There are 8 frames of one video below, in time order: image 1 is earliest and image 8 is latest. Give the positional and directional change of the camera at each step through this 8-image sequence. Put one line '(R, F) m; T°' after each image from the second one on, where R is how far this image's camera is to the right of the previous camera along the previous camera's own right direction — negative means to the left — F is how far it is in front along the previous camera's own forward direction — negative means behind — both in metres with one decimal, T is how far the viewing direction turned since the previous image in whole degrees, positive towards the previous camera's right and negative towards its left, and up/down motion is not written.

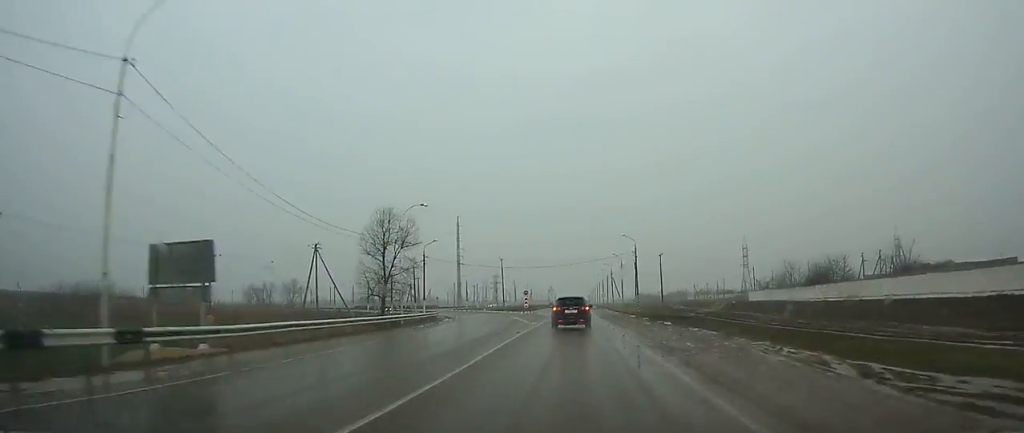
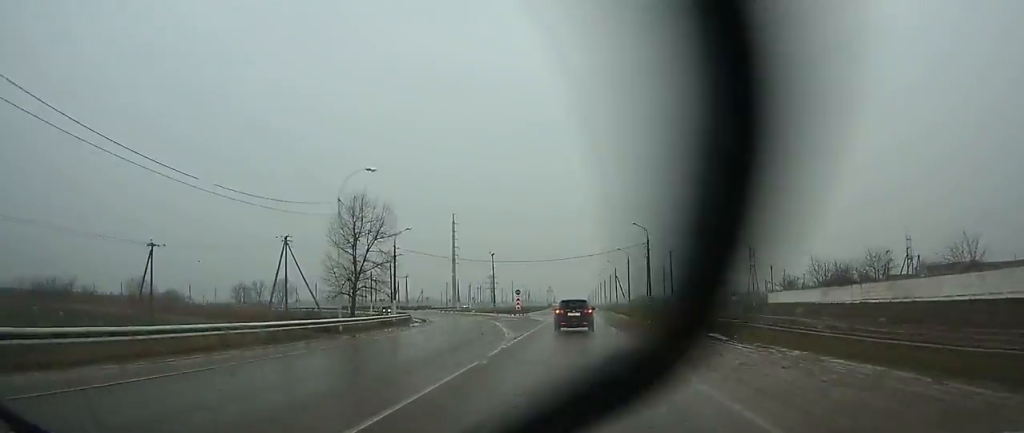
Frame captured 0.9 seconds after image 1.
(0.0, +12.0) m; 0°
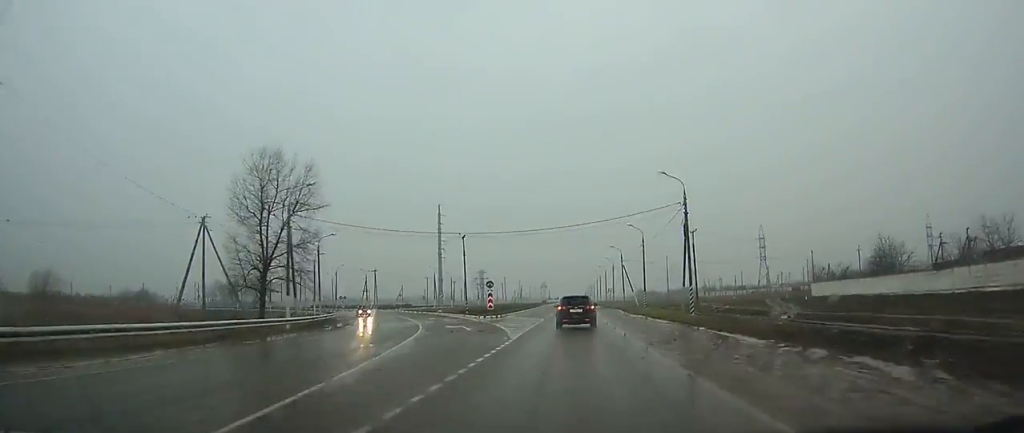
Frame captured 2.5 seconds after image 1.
(0.0, +22.5) m; 0°
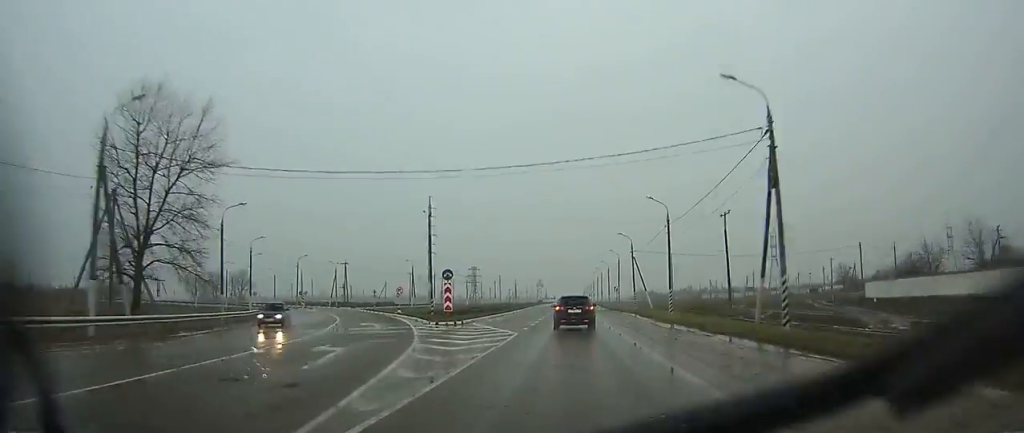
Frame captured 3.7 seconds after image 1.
(-0.1, +17.1) m; 0°
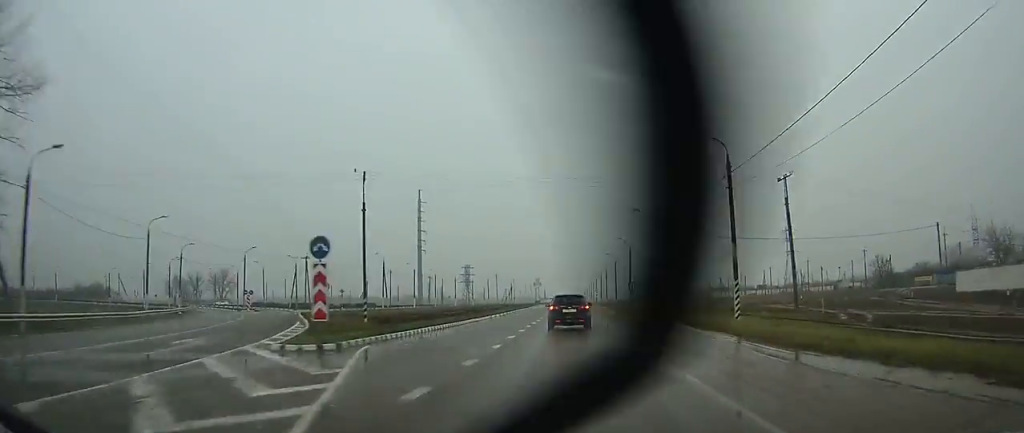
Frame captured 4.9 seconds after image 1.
(0.0, +18.2) m; 0°
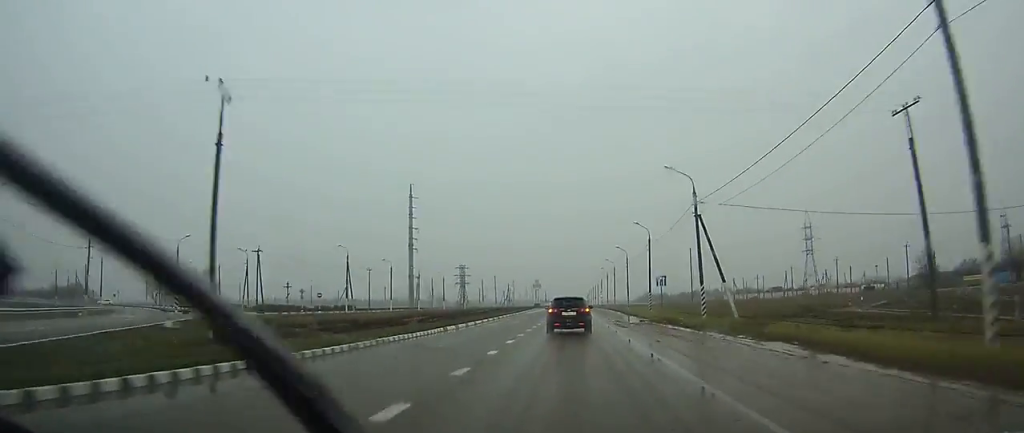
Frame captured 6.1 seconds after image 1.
(+0.1, +17.3) m; 0°
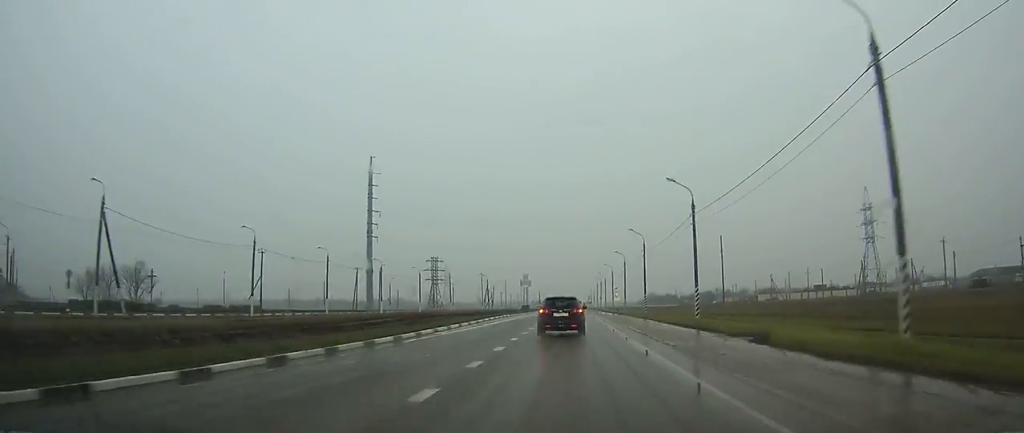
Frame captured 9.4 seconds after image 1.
(0.0, +46.7) m; 0°
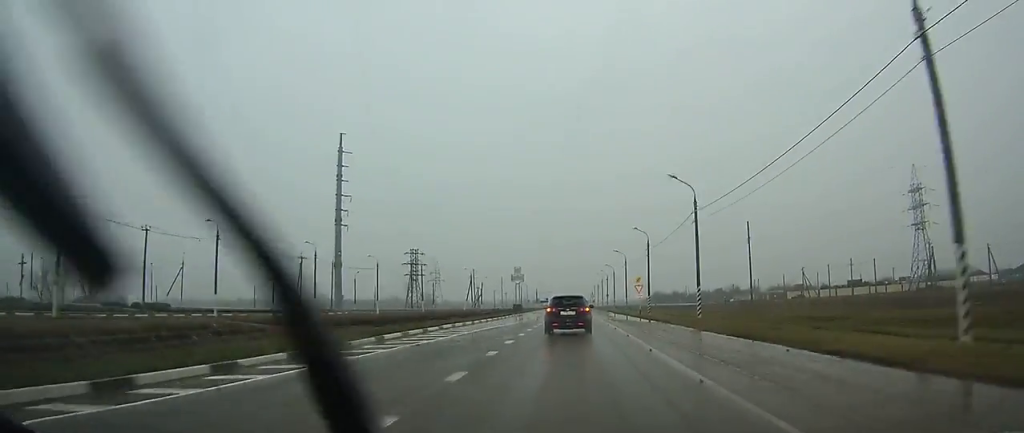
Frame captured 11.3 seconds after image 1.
(0.0, +26.4) m; 0°
